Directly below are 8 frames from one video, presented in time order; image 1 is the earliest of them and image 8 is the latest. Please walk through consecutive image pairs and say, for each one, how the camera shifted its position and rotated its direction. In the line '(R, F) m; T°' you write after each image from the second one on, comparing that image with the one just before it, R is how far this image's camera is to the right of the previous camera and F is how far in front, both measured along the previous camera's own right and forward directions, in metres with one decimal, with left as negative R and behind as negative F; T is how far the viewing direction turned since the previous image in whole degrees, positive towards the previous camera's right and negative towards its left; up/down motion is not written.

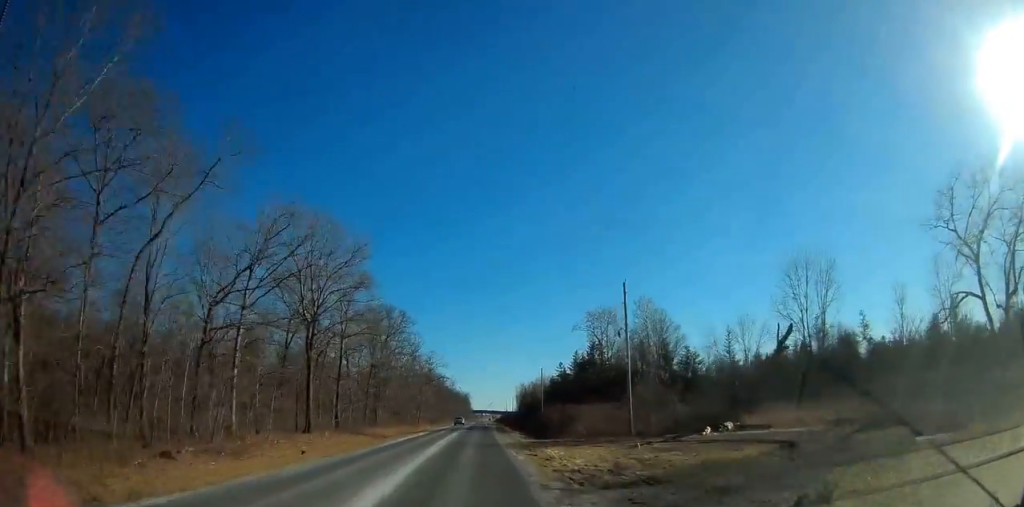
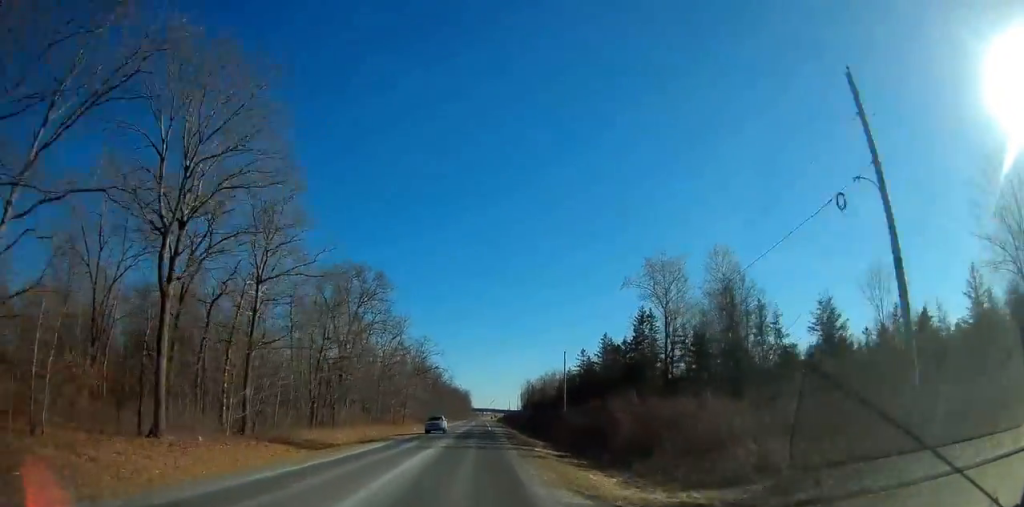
(-0.3, +27.7) m; 0°
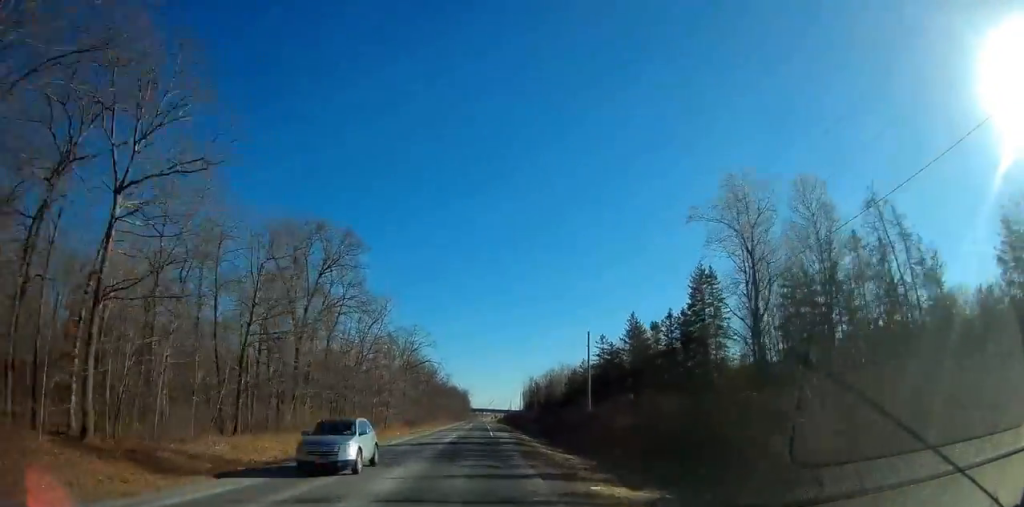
(+0.2, +18.8) m; 0°
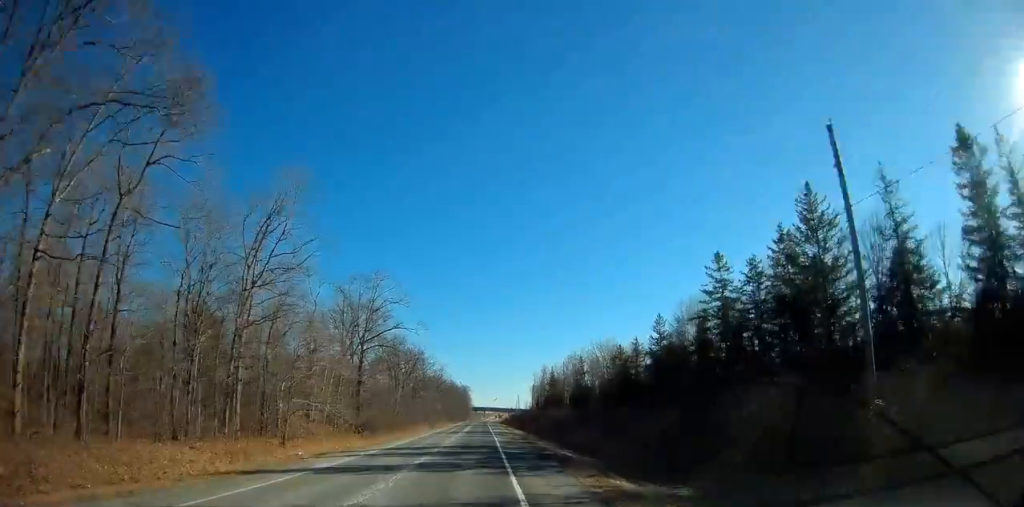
(-0.1, +45.7) m; 0°
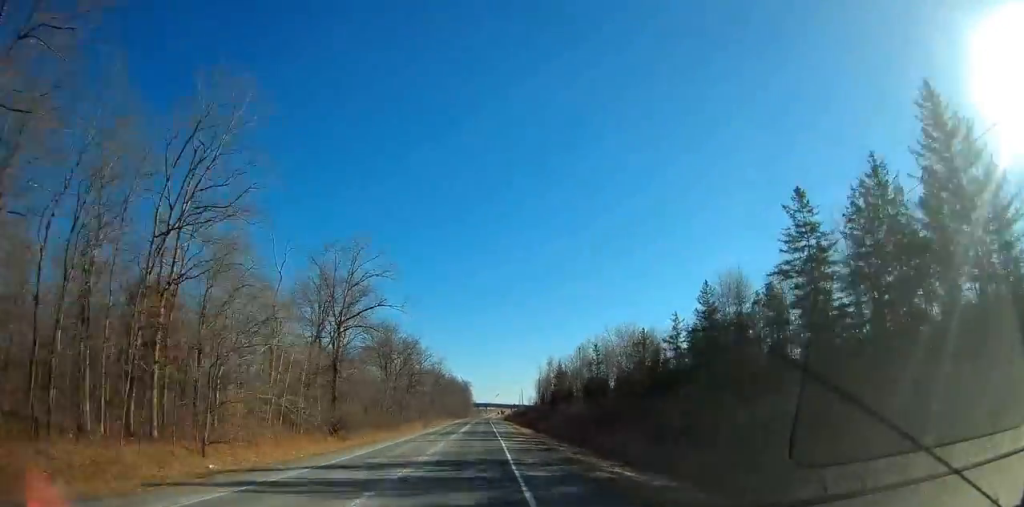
(+0.1, +13.4) m; 0°
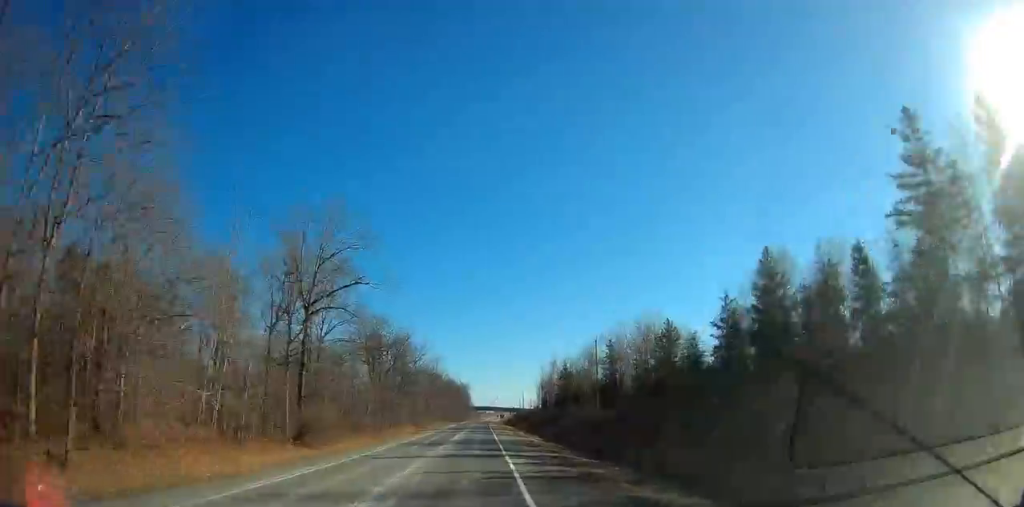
(0.0, +11.7) m; 0°
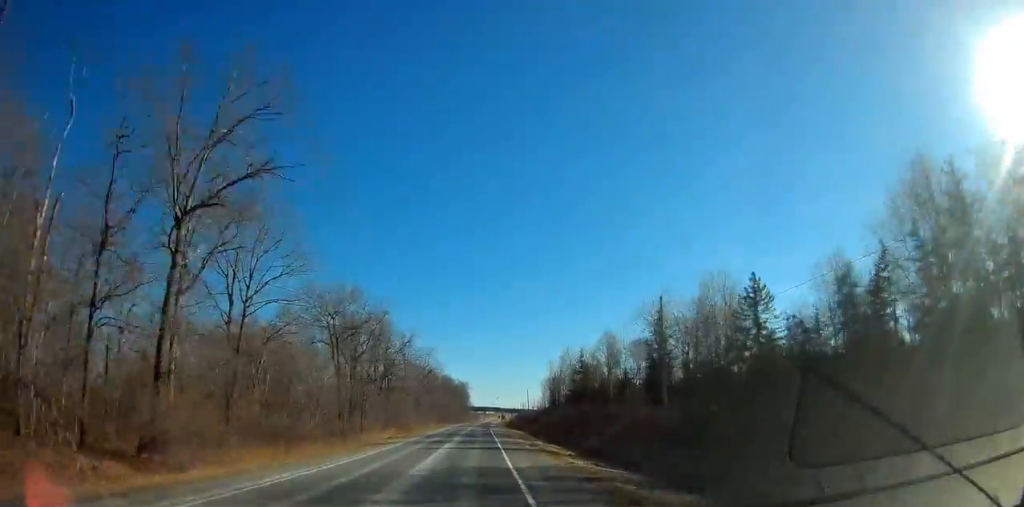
(-0.2, +24.3) m; 0°
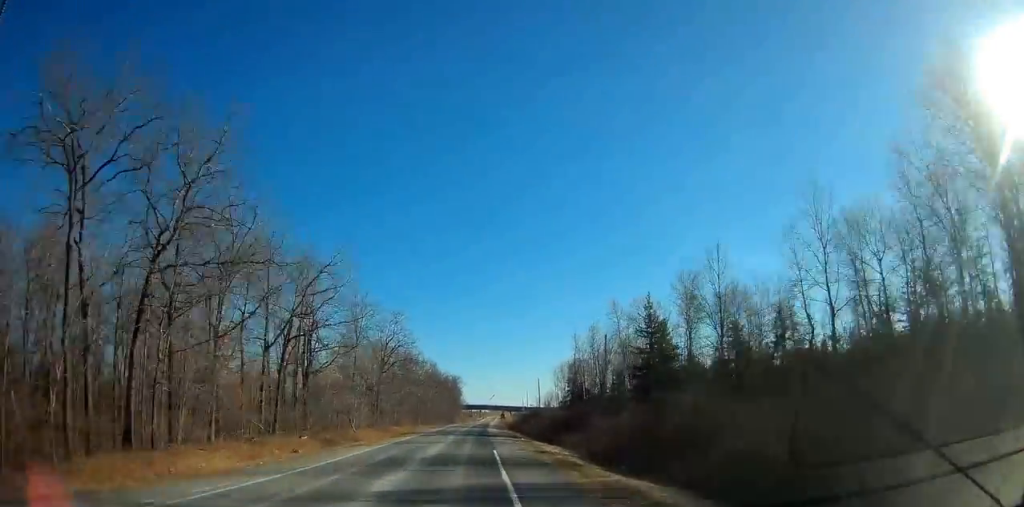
(+0.3, +51.8) m; +1°
